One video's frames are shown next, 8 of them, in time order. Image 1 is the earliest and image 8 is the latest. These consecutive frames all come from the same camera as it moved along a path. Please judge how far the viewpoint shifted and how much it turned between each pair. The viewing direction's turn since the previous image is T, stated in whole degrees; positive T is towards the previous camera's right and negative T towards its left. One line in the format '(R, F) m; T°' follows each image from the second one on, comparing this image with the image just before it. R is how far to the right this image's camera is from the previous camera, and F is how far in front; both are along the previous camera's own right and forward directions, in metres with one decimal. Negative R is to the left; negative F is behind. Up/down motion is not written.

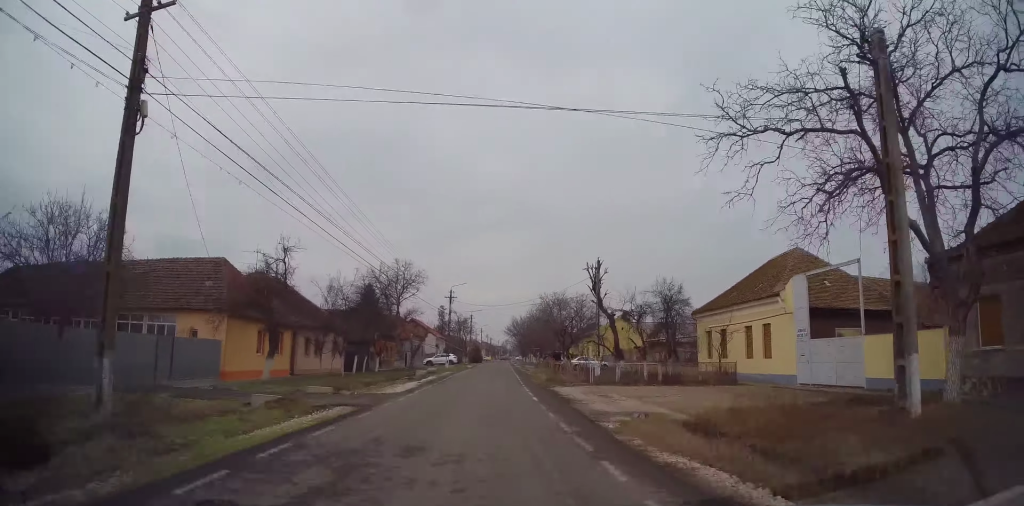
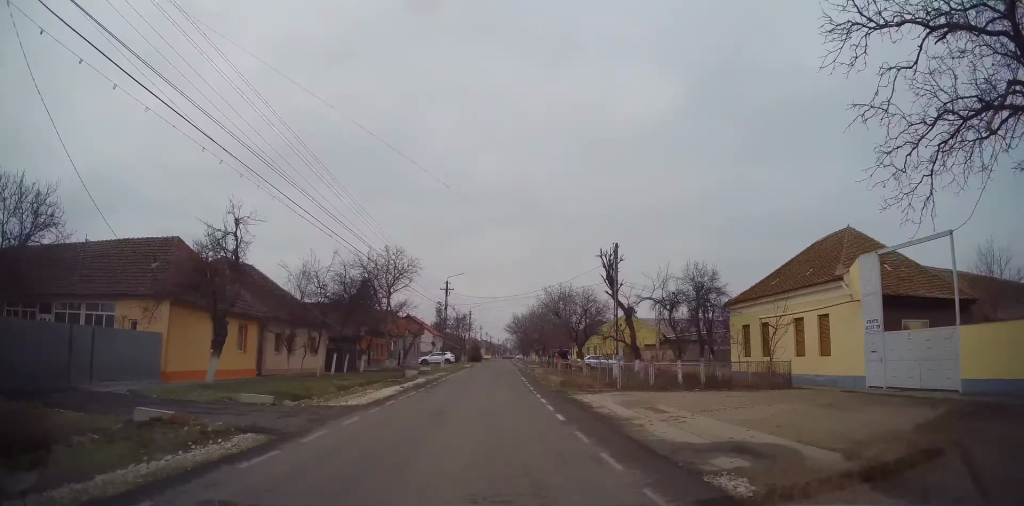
(-0.2, +5.6) m; +1°
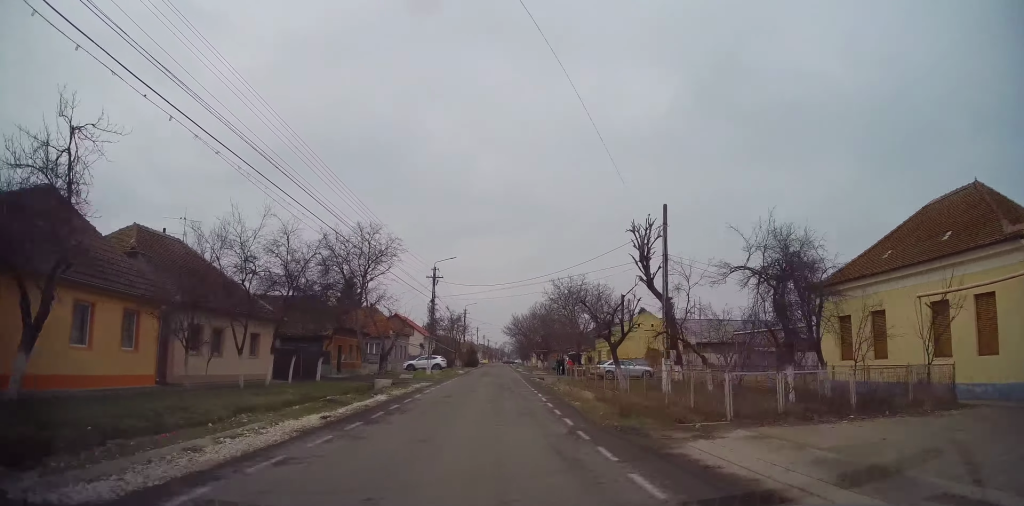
(+0.5, +9.7) m; +1°
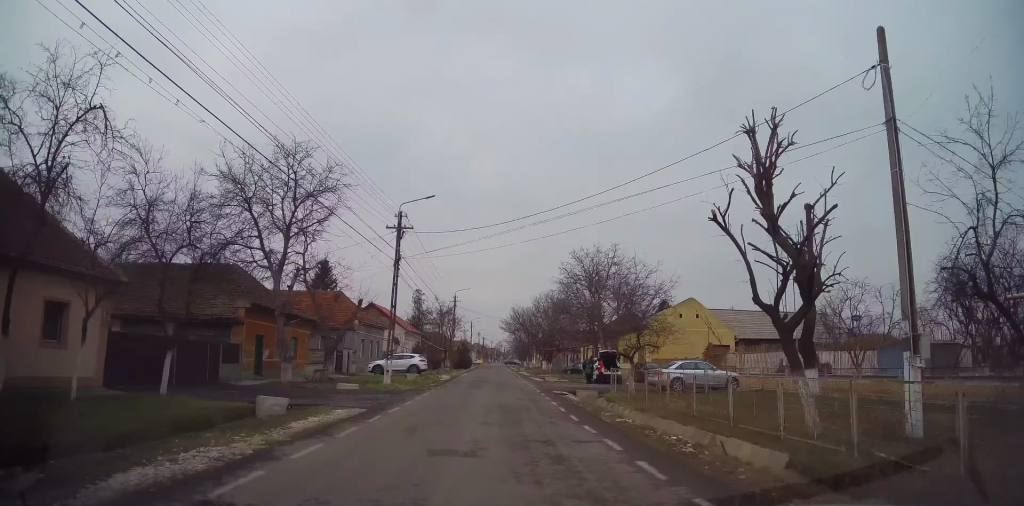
(-0.3, +14.7) m; -1°
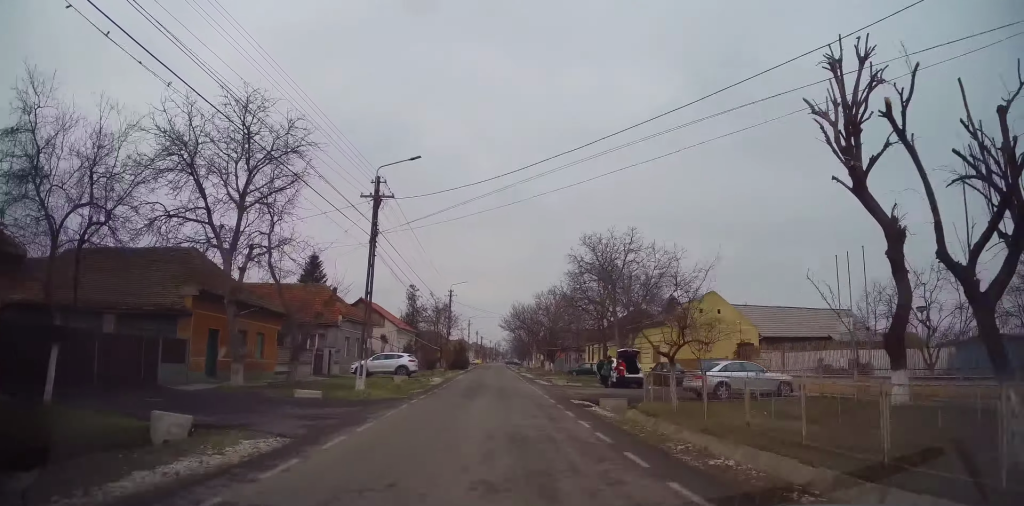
(+0.1, +5.2) m; 0°
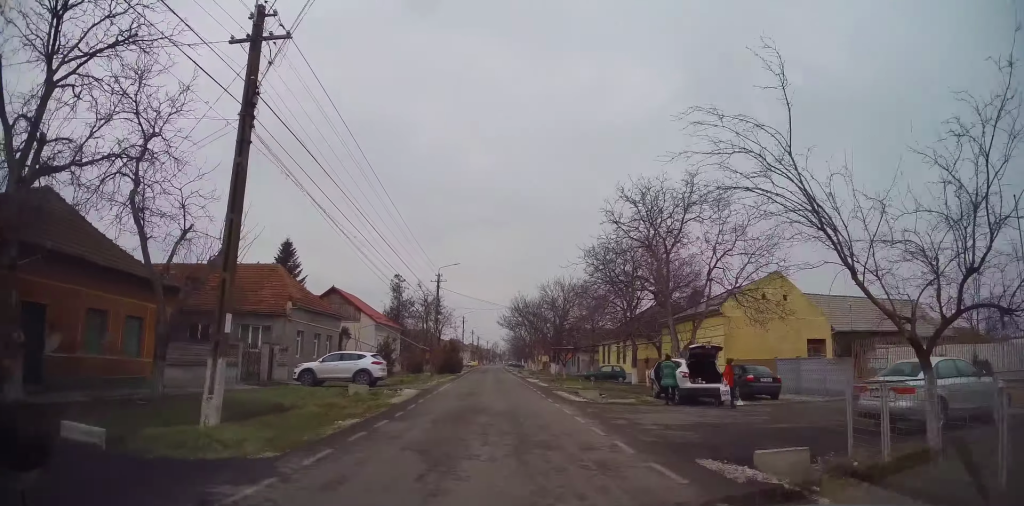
(-0.1, +11.5) m; 0°
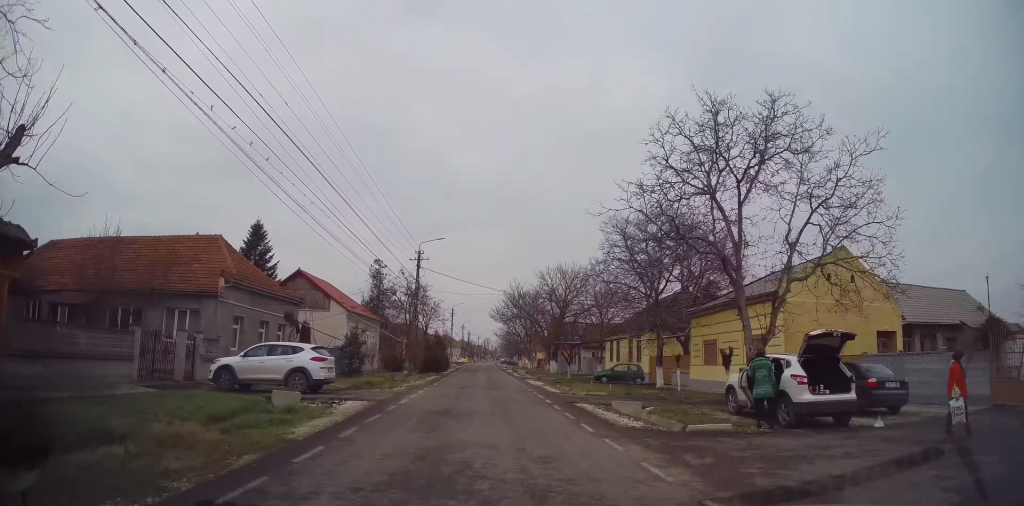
(+0.2, +8.2) m; +1°
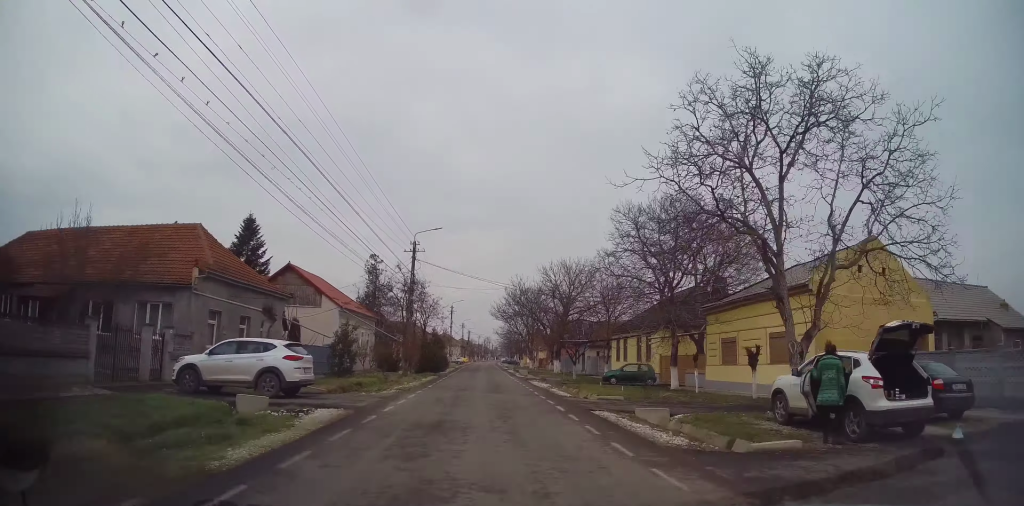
(0.0, +2.5) m; 0°
